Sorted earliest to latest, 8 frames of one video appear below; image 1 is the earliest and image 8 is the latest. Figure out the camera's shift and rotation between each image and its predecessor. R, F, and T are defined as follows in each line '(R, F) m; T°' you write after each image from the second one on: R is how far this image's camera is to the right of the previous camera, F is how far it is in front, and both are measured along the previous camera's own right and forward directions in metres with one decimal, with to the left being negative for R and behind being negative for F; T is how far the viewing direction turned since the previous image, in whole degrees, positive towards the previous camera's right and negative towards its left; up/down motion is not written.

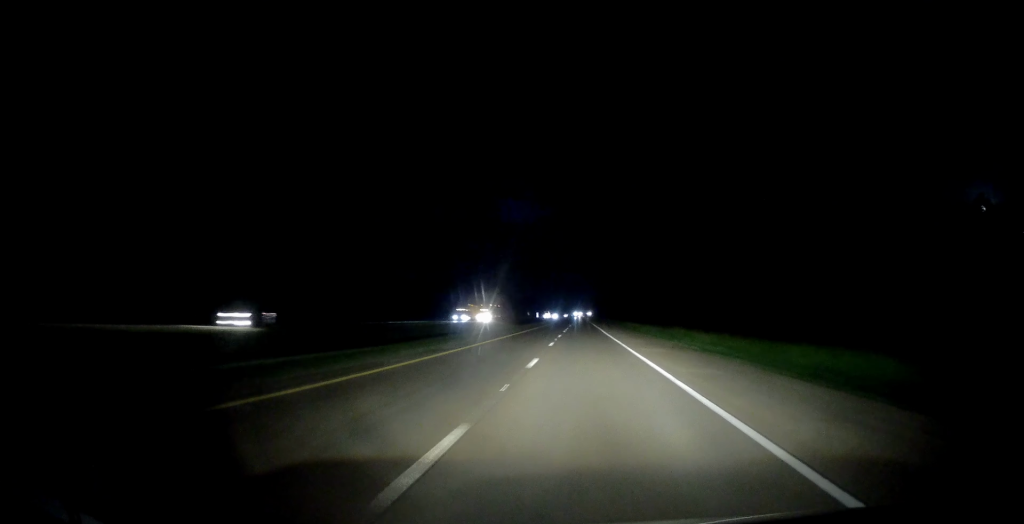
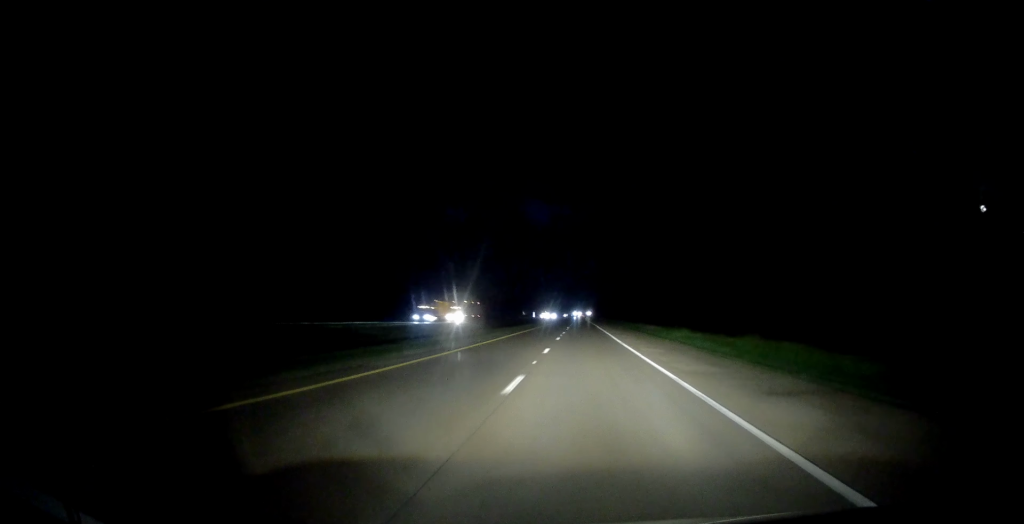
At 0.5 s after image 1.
(+0.2, +17.8) m; 0°
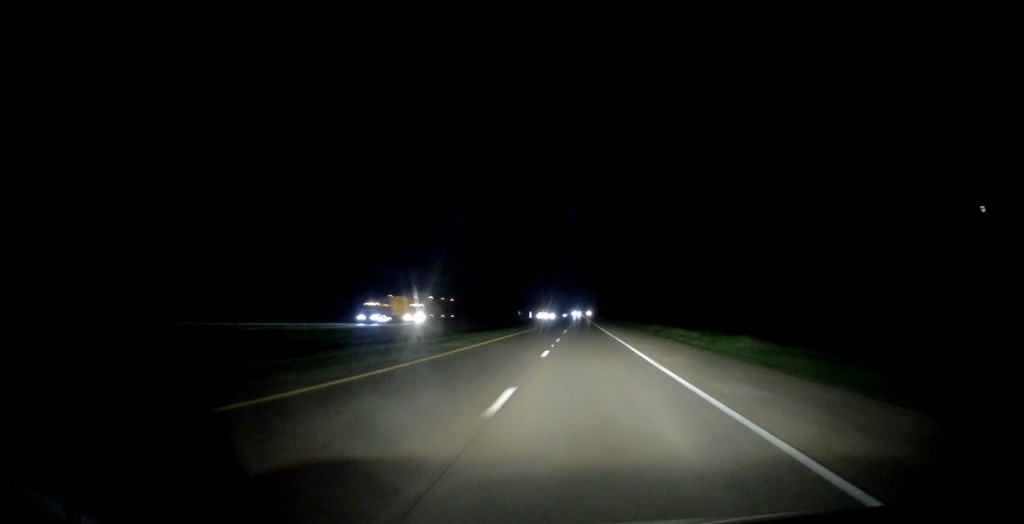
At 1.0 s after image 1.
(+0.1, +14.5) m; 0°
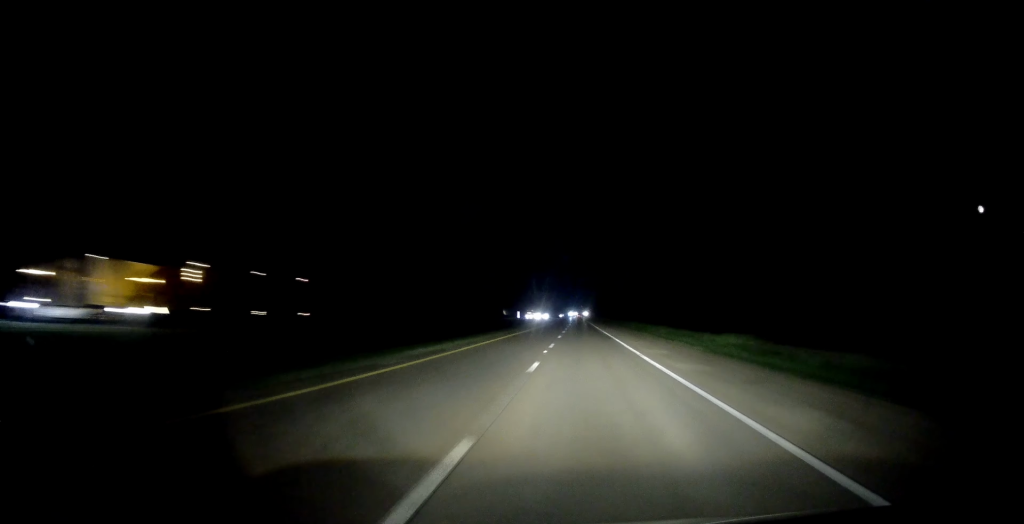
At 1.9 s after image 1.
(-0.2, +29.9) m; 0°
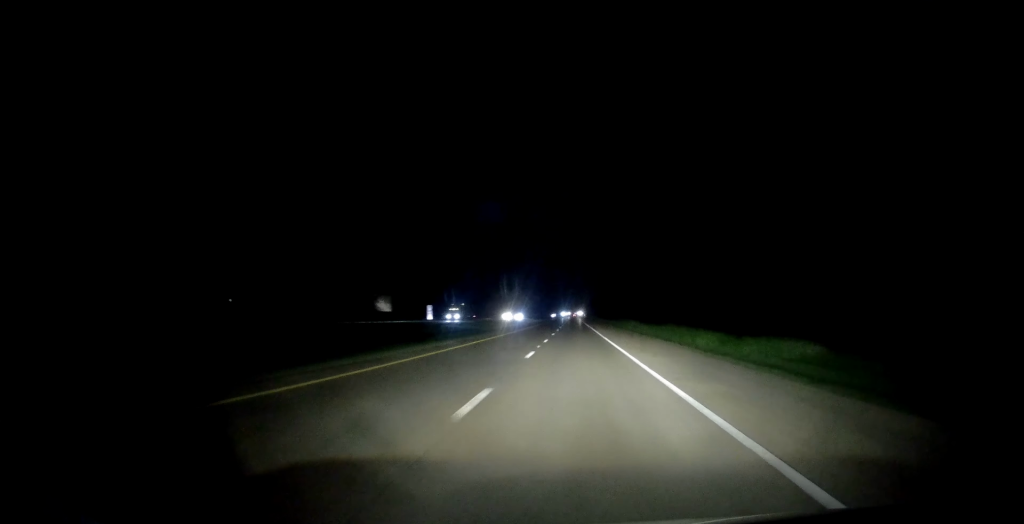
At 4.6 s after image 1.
(+0.1, +92.1) m; 0°
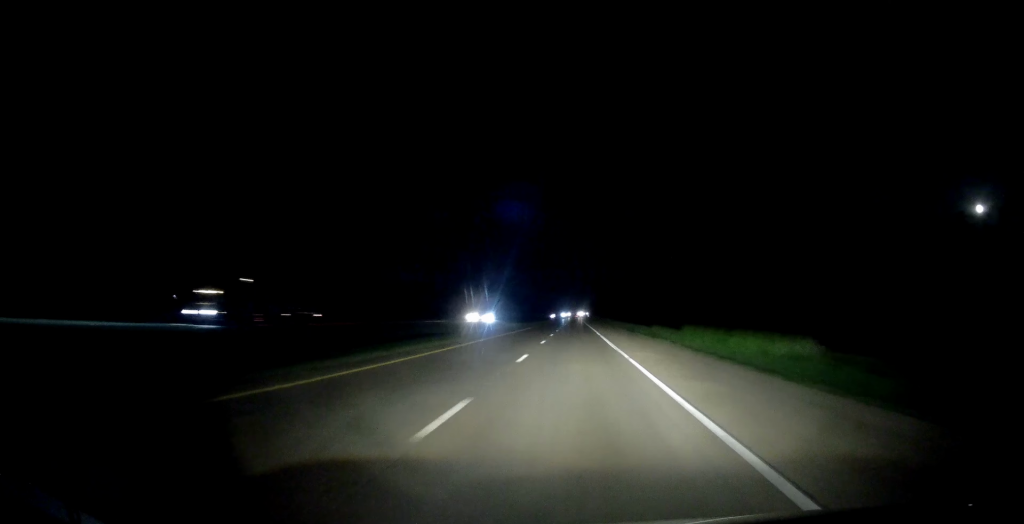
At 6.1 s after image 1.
(+0.6, +49.9) m; +1°
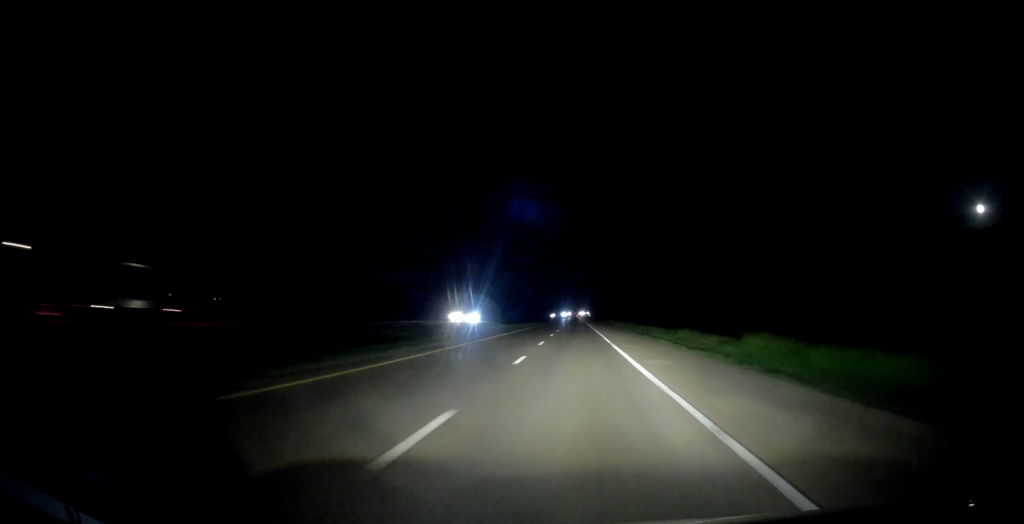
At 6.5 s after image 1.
(+0.1, +13.3) m; 0°
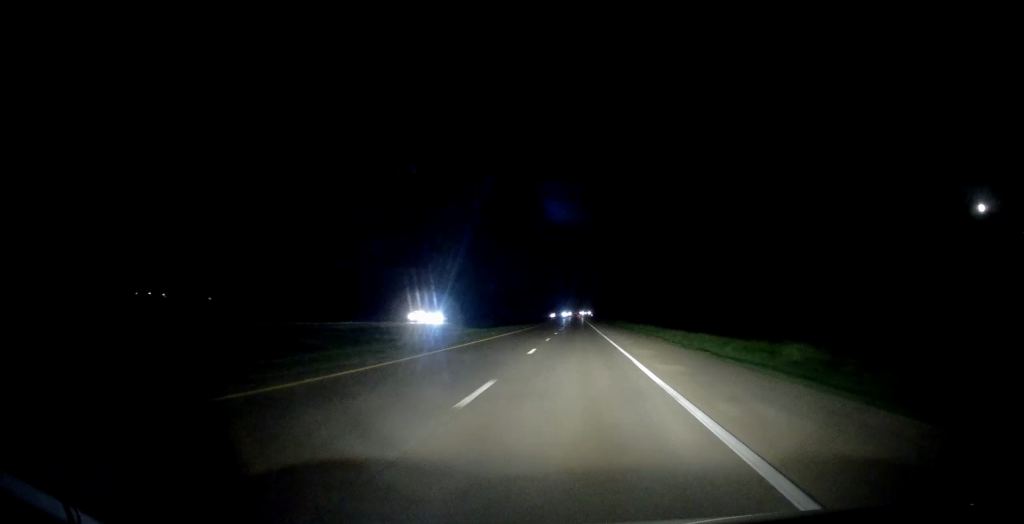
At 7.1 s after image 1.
(0.0, +20.0) m; 0°
